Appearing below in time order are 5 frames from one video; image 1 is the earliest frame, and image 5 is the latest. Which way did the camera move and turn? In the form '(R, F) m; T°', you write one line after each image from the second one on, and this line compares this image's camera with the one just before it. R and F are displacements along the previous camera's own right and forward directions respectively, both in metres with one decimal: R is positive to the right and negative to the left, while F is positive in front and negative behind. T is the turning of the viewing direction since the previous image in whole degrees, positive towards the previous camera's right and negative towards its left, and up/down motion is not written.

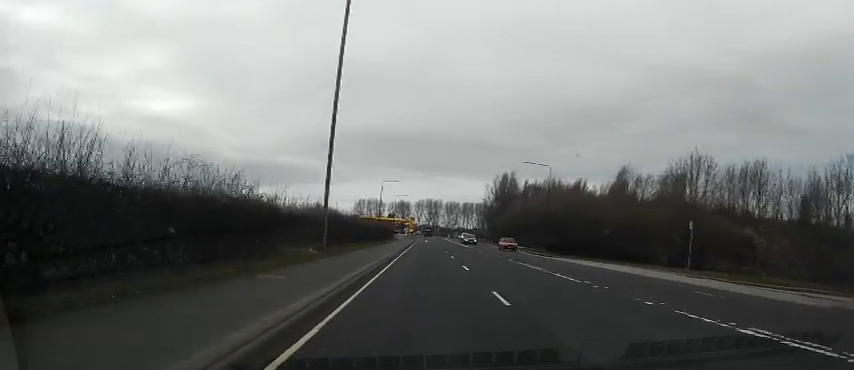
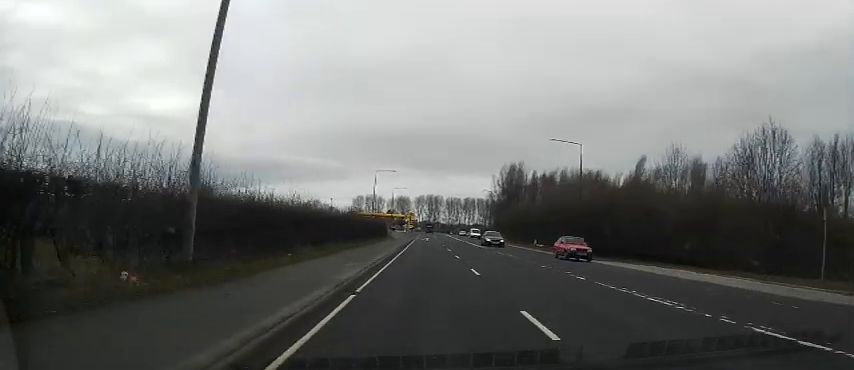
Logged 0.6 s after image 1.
(-0.2, +12.0) m; 0°
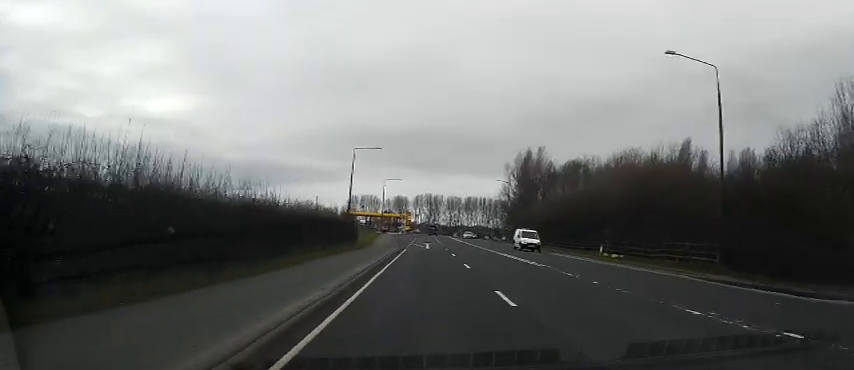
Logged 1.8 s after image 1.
(+0.2, +23.4) m; +1°
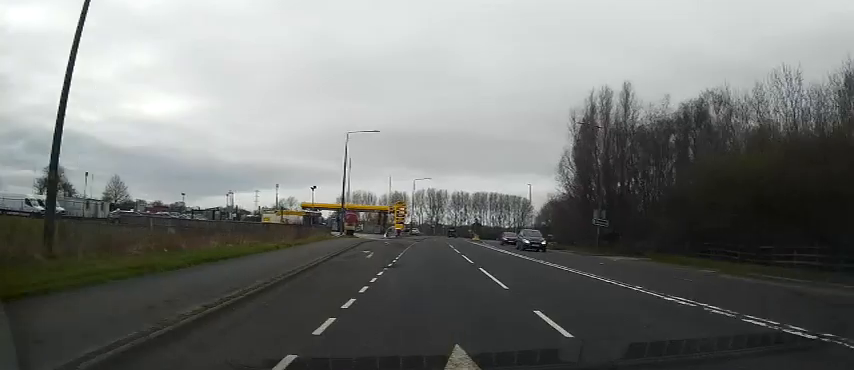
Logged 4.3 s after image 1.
(-0.6, +47.6) m; -2°
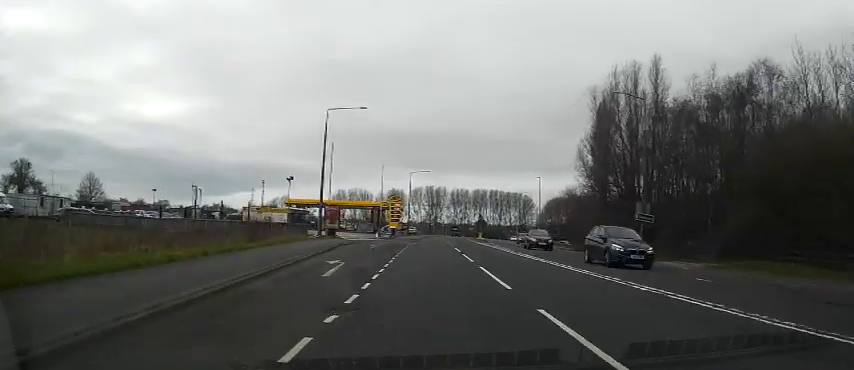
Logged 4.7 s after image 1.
(0.0, +9.1) m; +1°
